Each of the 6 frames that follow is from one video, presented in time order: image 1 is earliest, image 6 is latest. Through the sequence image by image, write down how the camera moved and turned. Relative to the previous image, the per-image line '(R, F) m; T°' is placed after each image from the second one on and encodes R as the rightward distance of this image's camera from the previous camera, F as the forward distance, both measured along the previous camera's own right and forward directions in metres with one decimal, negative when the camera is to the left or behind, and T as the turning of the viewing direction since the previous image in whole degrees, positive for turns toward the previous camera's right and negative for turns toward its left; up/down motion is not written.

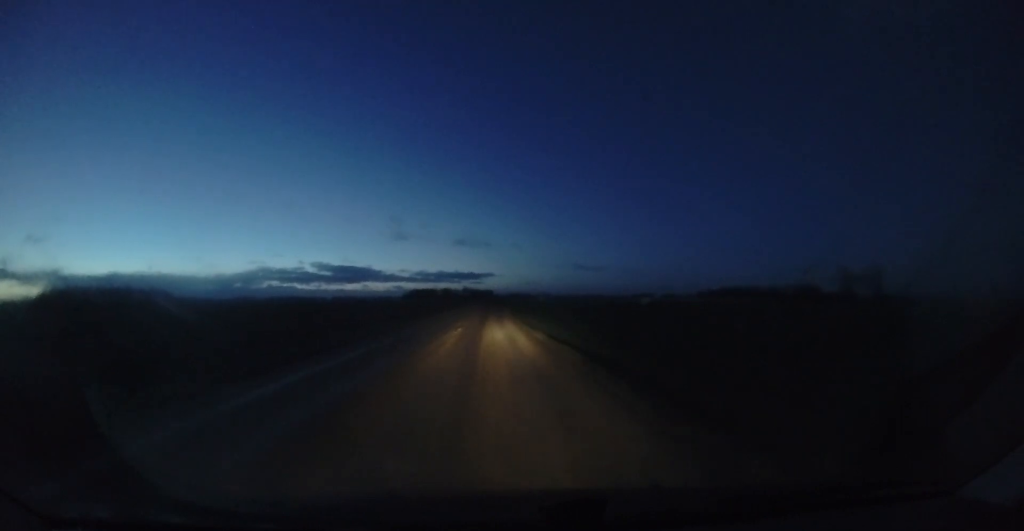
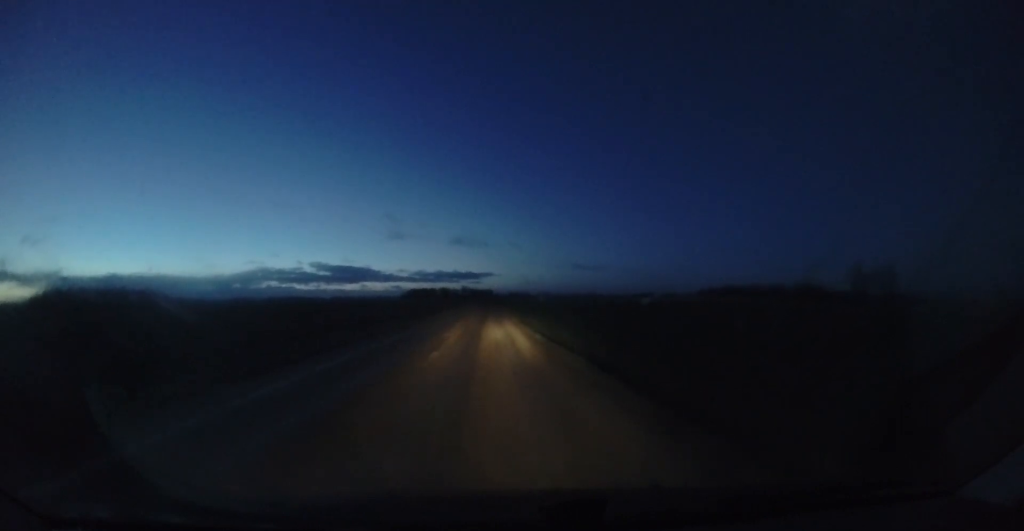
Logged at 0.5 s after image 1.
(-0.1, +8.2) m; +1°
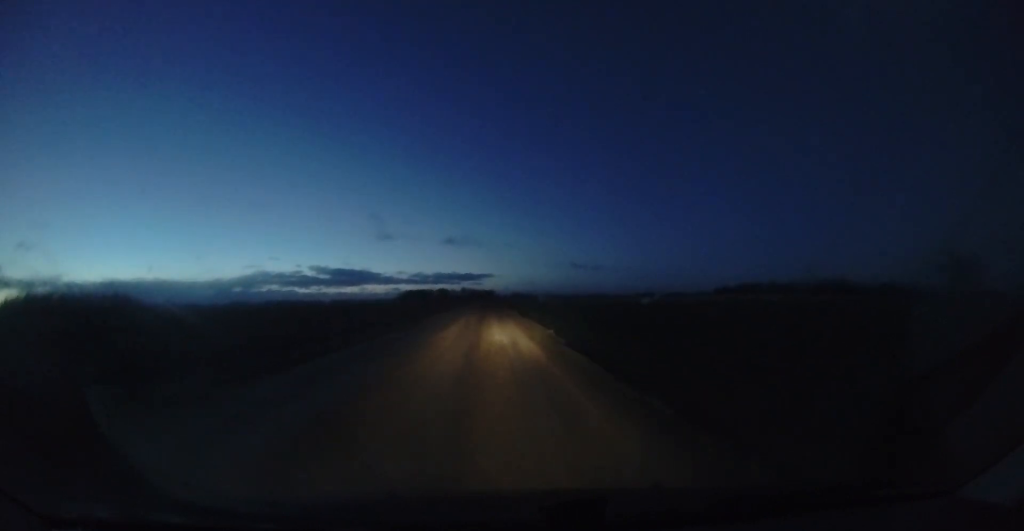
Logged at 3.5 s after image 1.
(-0.1, +50.6) m; 0°
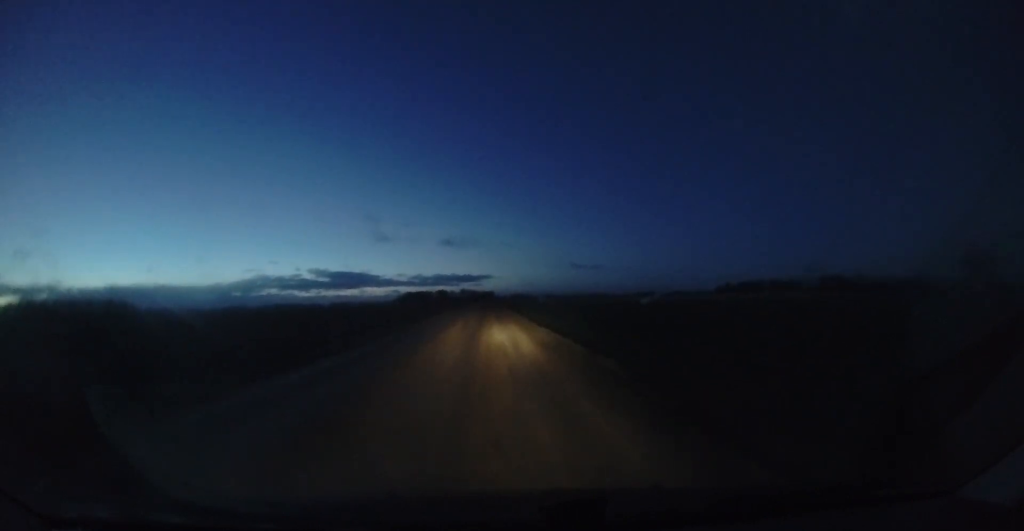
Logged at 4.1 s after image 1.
(+0.1, +9.4) m; +1°
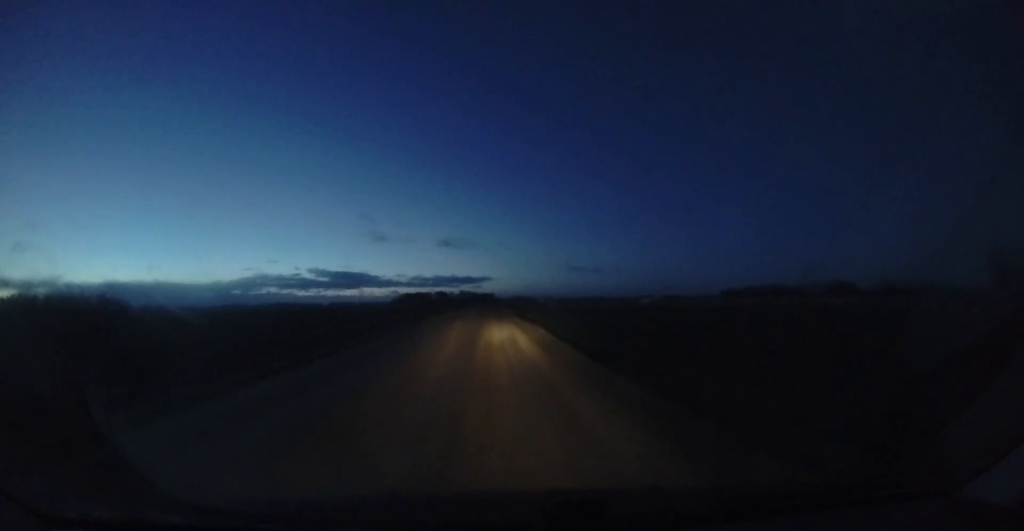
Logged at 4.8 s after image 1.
(+0.2, +13.3) m; +2°
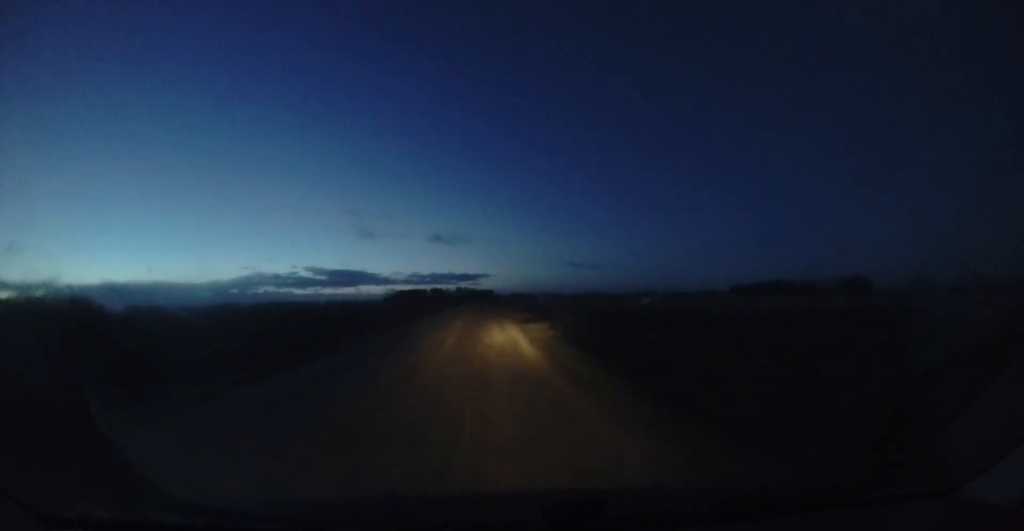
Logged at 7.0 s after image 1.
(+1.6, +42.7) m; 0°
